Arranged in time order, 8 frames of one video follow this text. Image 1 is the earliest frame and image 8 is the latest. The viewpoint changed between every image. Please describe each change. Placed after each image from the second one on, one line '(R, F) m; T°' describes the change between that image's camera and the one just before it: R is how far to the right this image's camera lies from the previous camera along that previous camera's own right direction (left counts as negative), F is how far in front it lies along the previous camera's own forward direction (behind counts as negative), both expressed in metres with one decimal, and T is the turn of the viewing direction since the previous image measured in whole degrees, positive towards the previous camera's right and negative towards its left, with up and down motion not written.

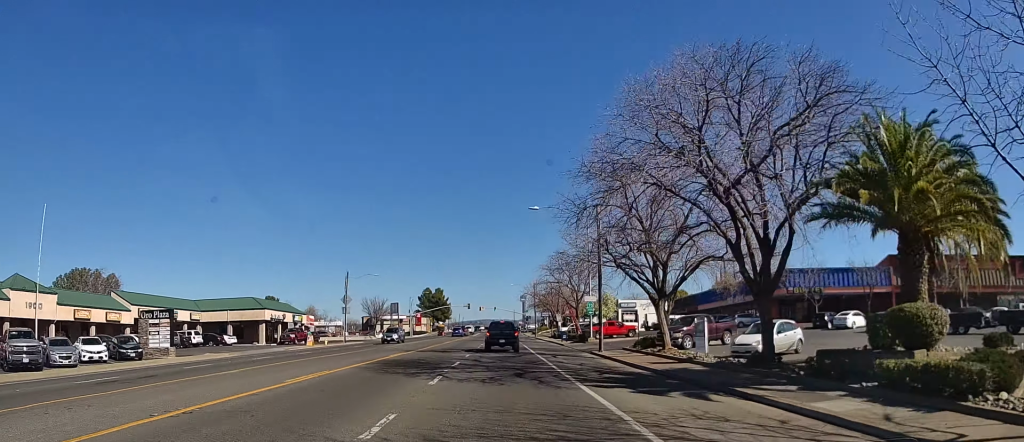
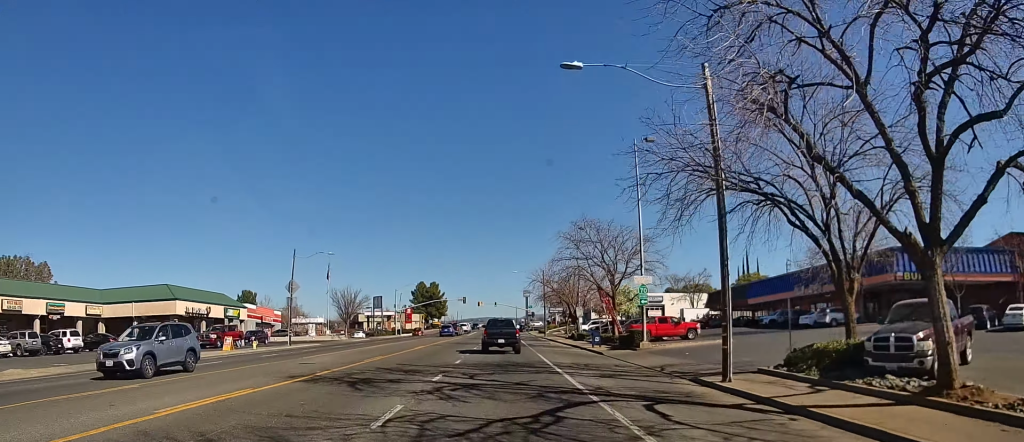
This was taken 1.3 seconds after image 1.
(+0.4, +21.8) m; +1°
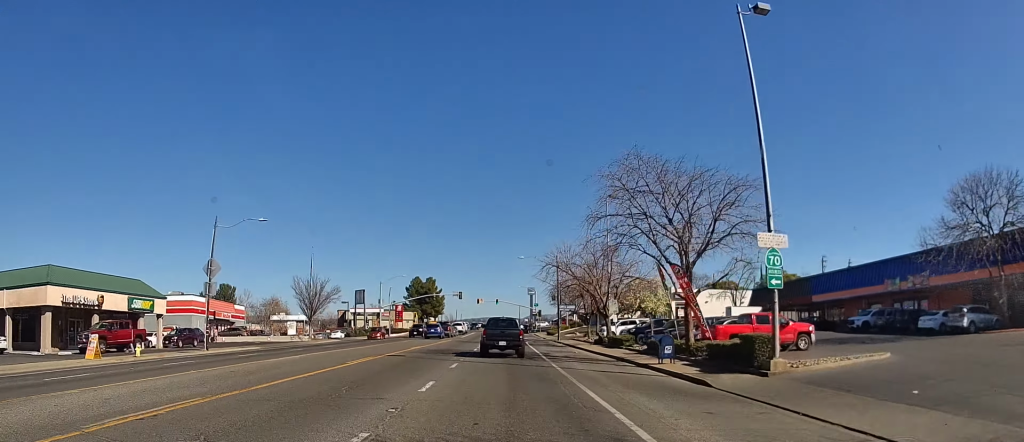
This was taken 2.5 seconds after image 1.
(-0.3, +18.2) m; -2°
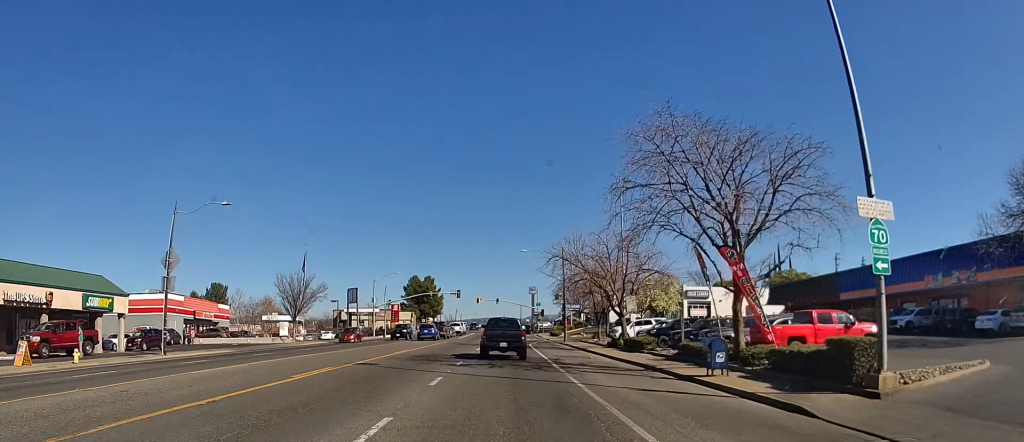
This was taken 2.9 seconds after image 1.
(-0.1, +6.1) m; -1°
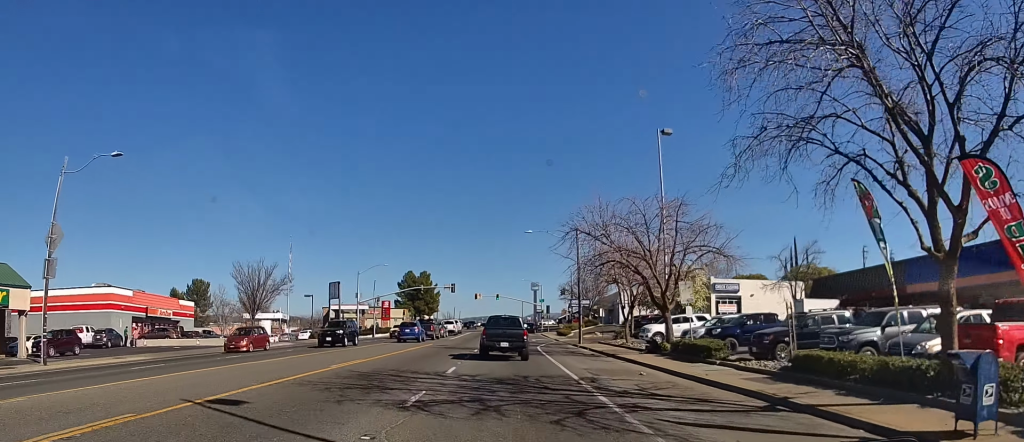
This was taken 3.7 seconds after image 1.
(-0.1, +11.8) m; 0°
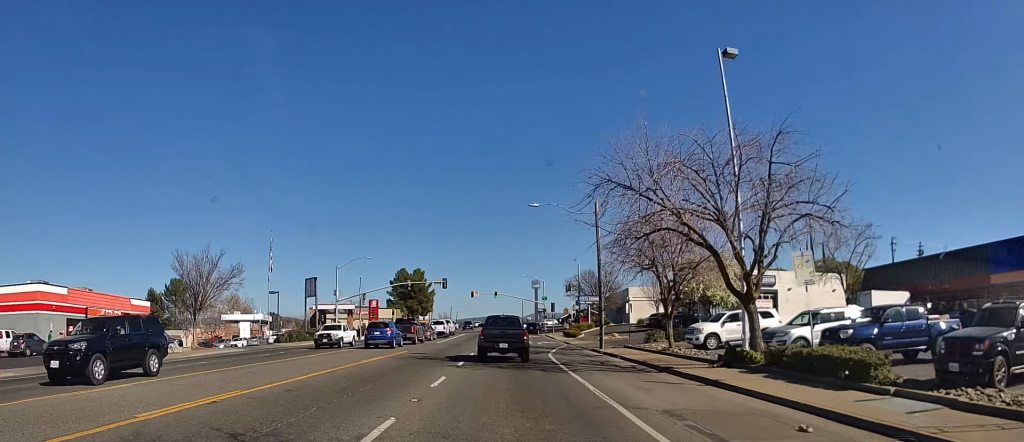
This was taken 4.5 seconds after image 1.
(0.0, +11.1) m; 0°
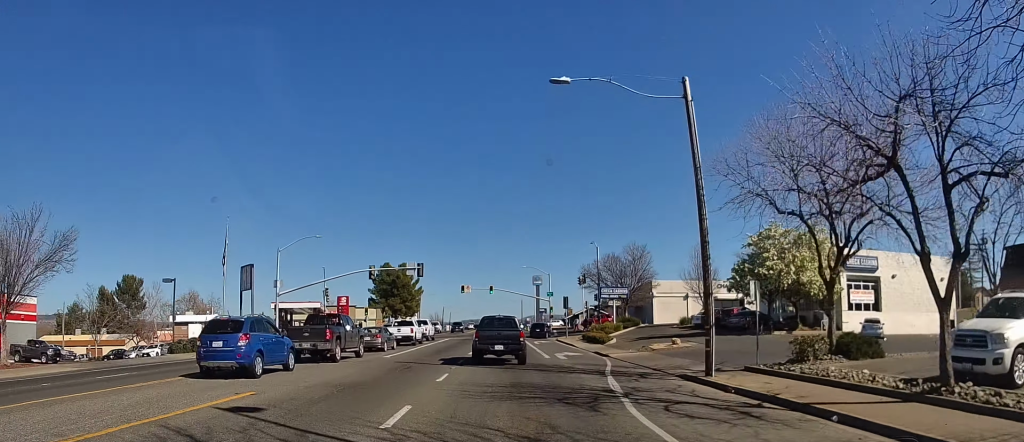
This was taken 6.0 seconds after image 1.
(-0.1, +20.3) m; 0°
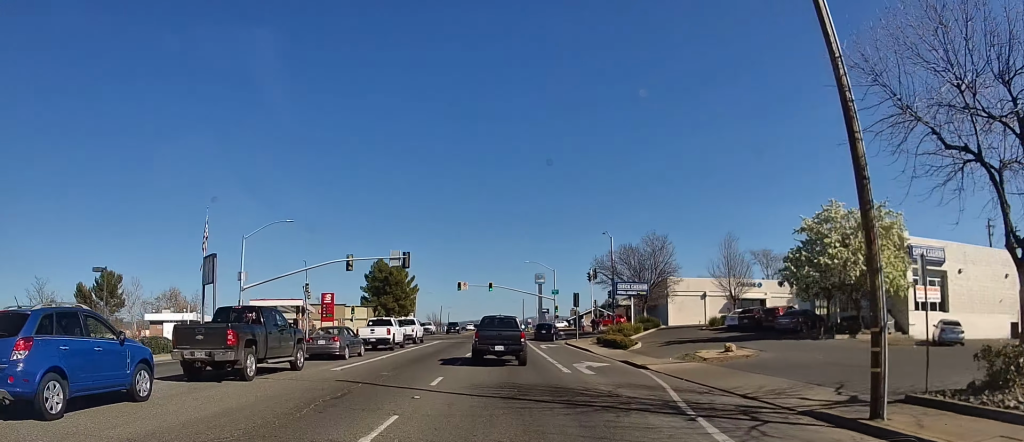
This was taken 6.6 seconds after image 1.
(+0.1, +8.4) m; +1°
